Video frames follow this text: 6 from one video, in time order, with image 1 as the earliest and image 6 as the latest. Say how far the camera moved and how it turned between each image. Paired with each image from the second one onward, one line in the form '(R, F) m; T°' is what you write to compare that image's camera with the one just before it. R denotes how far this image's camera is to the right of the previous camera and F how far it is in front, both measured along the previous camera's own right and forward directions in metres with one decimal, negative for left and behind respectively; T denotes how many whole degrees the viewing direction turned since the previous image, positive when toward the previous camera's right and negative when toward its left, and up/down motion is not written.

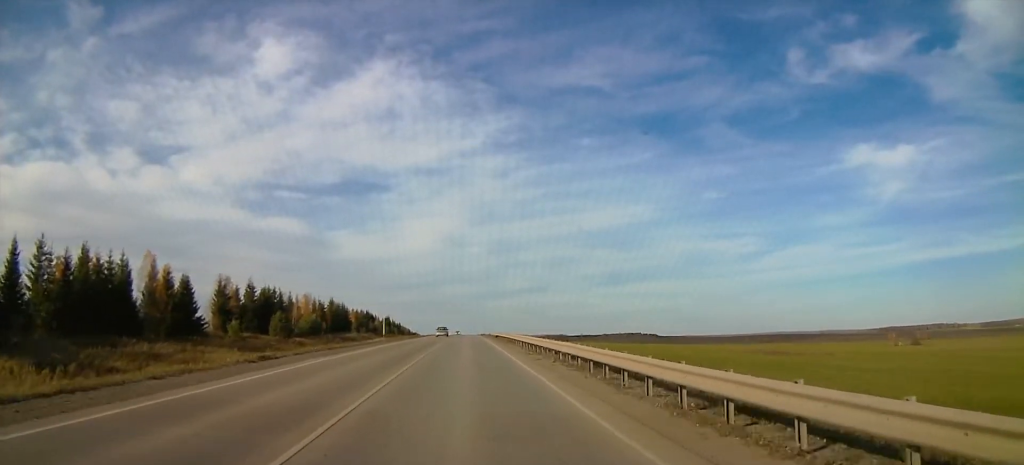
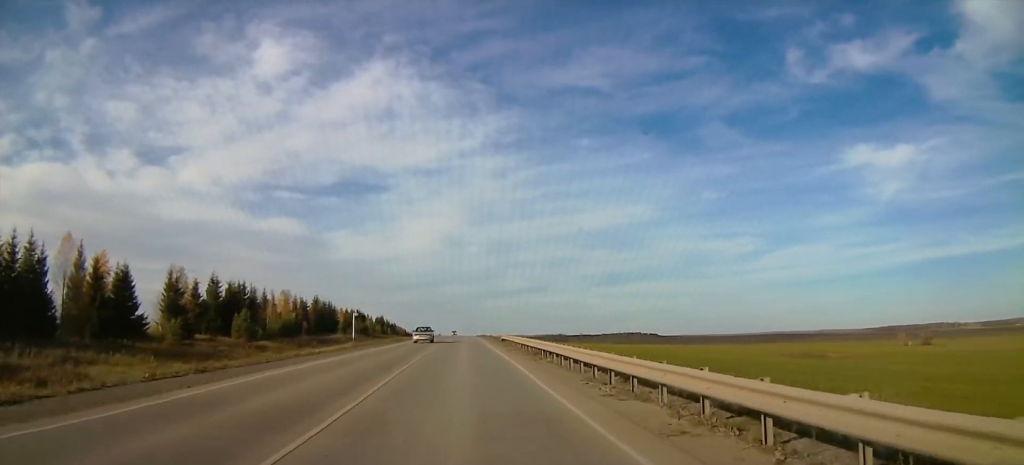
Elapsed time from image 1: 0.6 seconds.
(0.0, +17.3) m; 0°
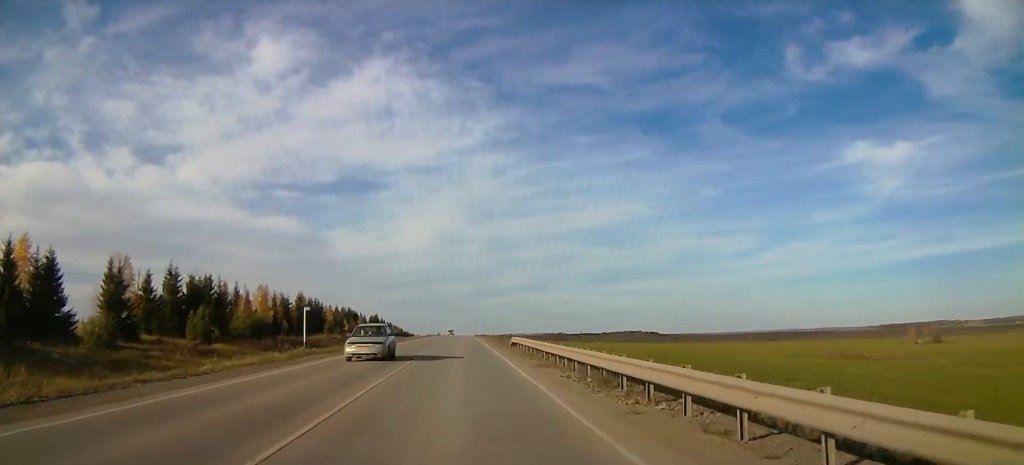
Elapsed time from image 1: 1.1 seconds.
(+0.1, +15.5) m; 0°
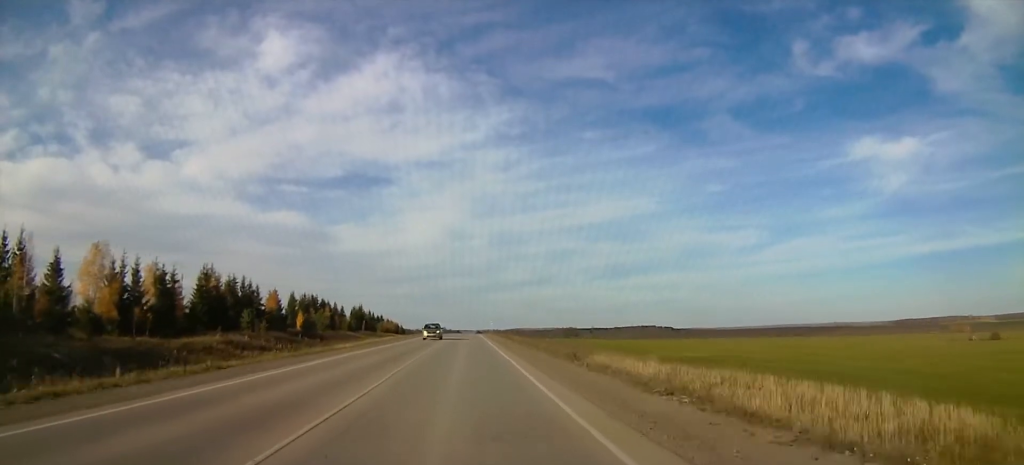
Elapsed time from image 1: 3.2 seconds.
(-0.2, +60.3) m; 0°
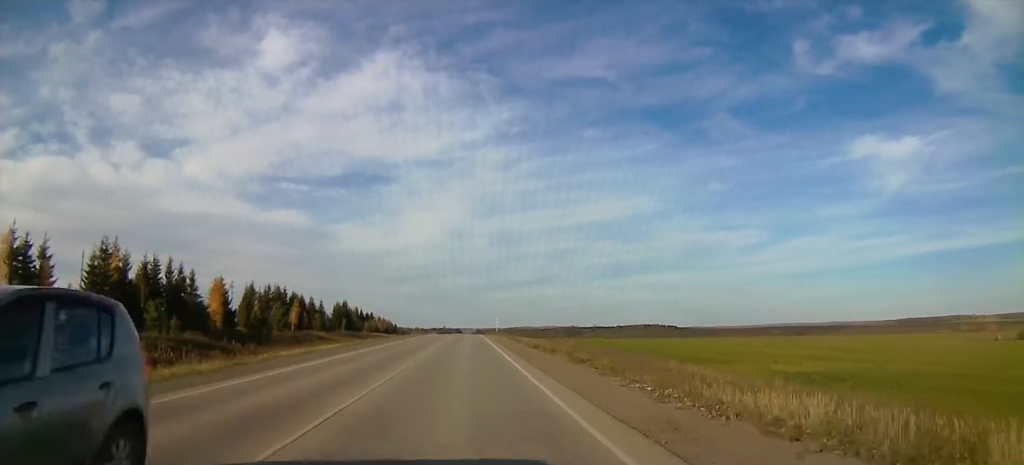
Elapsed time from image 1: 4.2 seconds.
(+0.1, +29.7) m; 0°
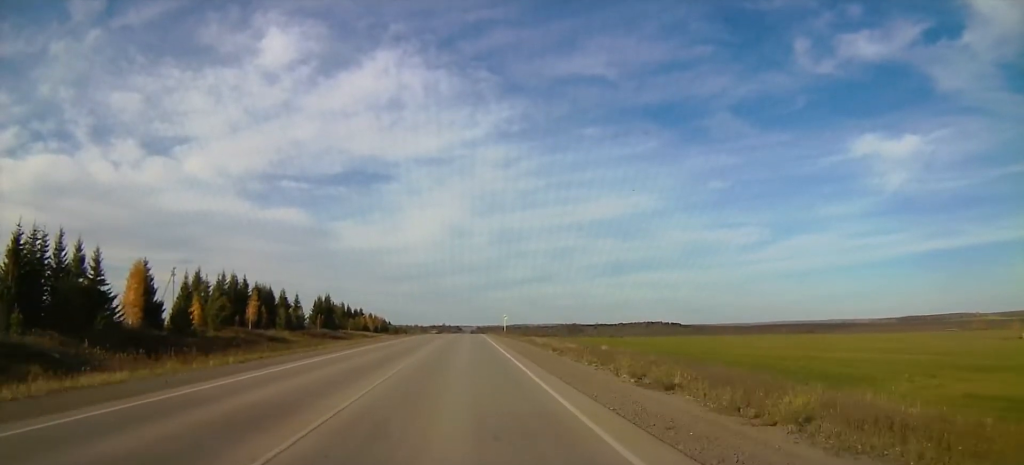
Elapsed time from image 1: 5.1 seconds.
(0.0, +26.1) m; 0°
